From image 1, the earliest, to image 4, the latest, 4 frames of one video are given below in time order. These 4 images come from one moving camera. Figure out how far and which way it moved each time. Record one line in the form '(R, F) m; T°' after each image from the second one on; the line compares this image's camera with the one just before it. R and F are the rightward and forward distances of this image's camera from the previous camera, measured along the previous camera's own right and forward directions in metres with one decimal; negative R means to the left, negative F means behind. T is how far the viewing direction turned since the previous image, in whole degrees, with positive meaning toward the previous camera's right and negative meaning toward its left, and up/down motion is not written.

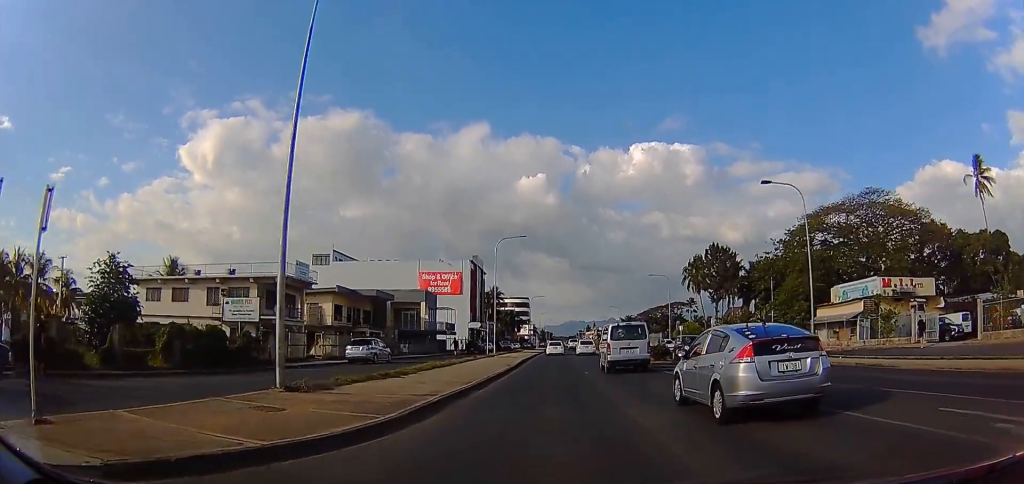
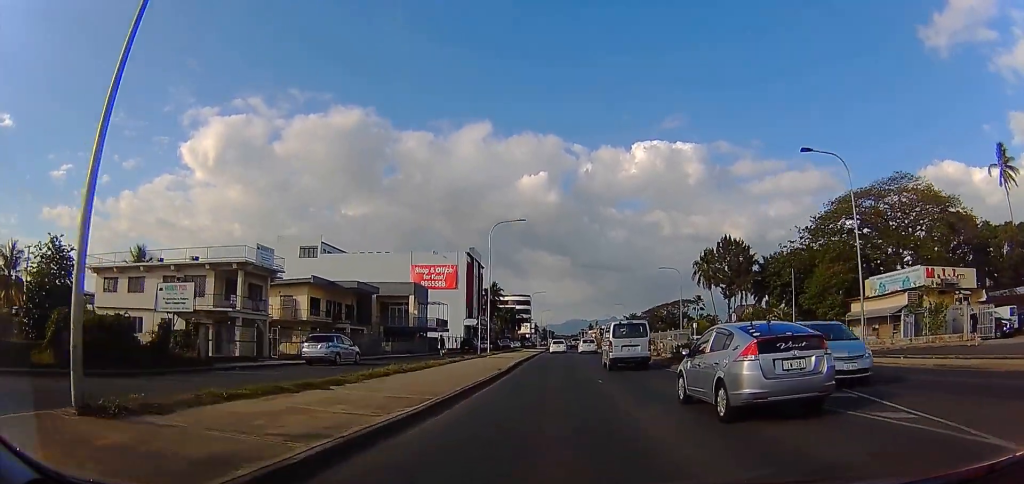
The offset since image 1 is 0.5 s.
(-0.2, +6.2) m; -3°
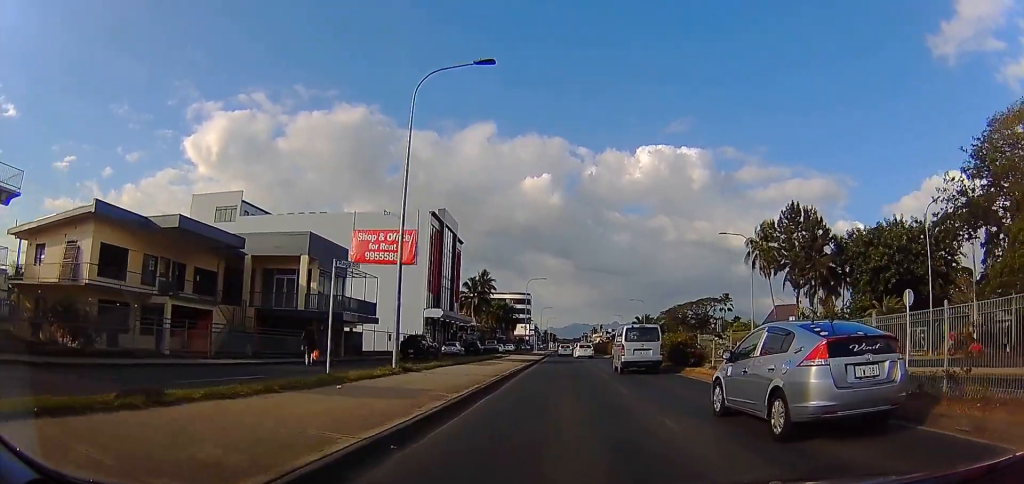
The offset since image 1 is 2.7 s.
(+1.9, +26.3) m; +7°
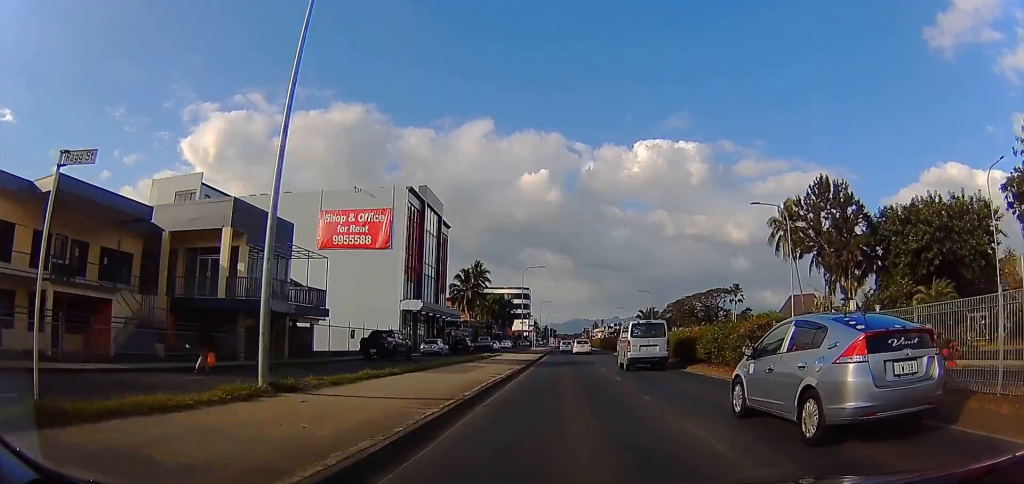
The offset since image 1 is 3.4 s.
(+0.3, +8.5) m; -4°
